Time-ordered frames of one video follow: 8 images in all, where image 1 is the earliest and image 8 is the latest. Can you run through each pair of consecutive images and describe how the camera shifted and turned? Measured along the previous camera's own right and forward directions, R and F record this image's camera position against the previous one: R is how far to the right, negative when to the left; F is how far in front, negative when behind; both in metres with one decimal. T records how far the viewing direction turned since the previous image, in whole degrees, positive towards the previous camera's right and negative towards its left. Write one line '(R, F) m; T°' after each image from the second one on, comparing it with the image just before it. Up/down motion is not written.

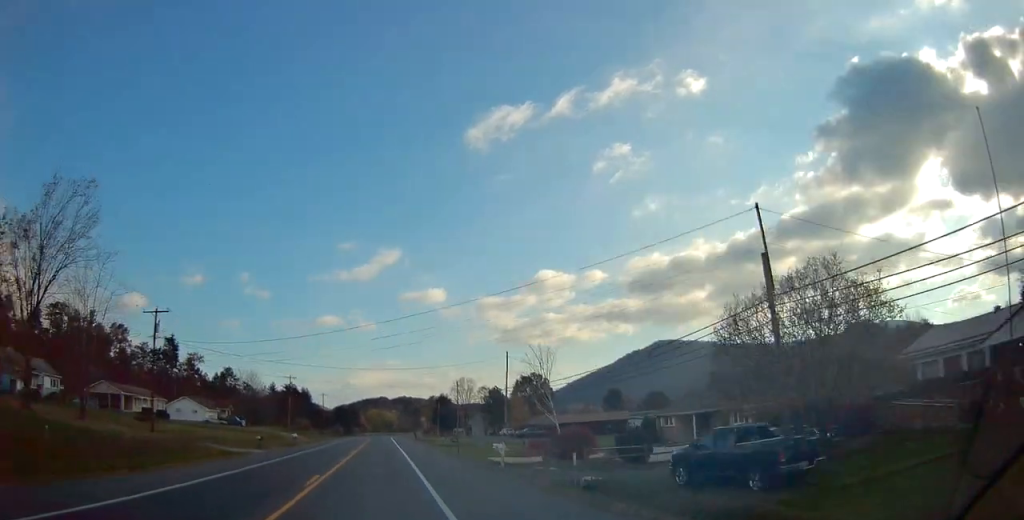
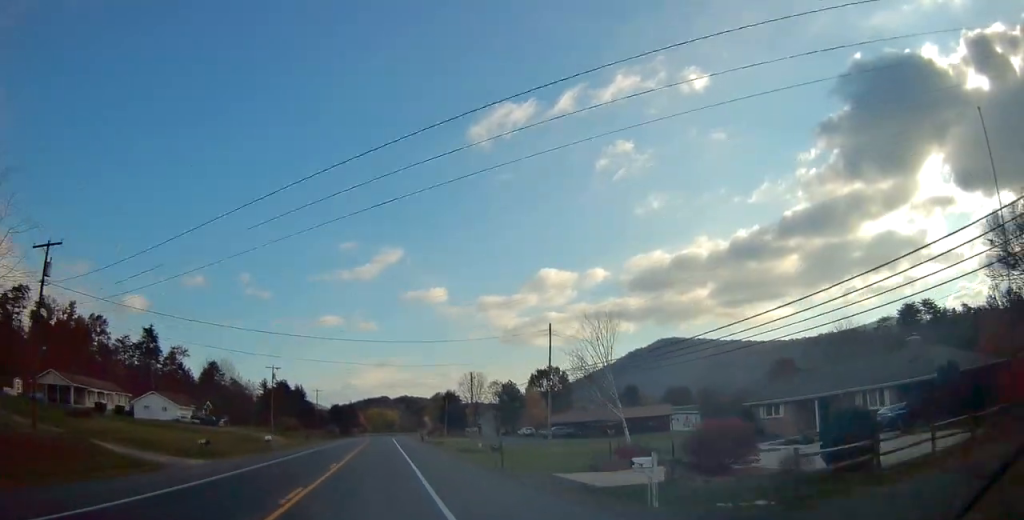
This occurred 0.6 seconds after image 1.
(+0.1, +16.1) m; 0°
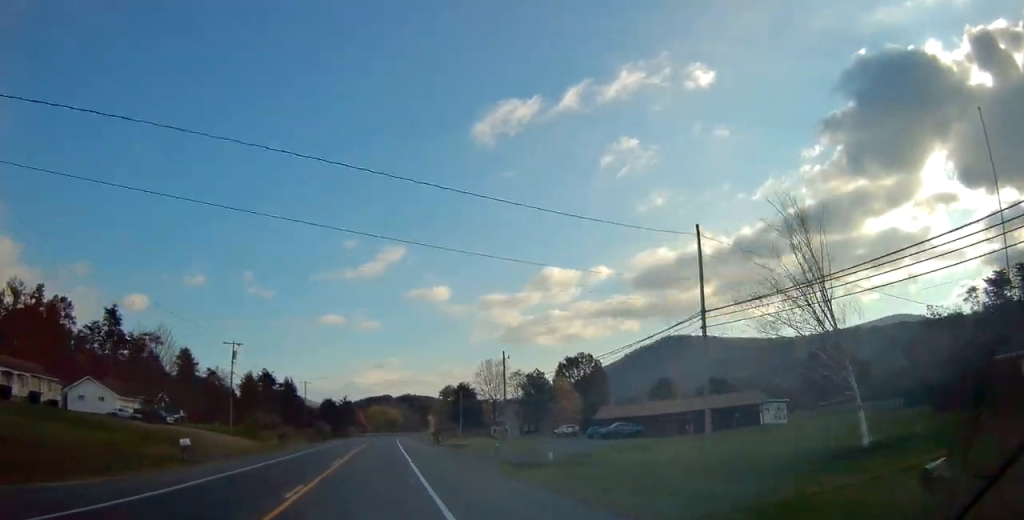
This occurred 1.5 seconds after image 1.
(0.0, +22.9) m; 0°
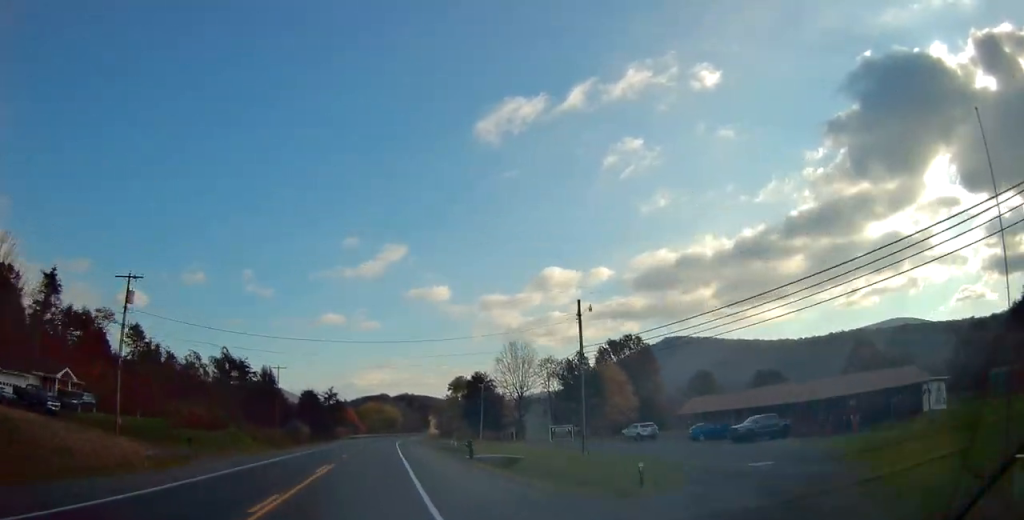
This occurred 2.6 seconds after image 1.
(-0.1, +26.3) m; 0°
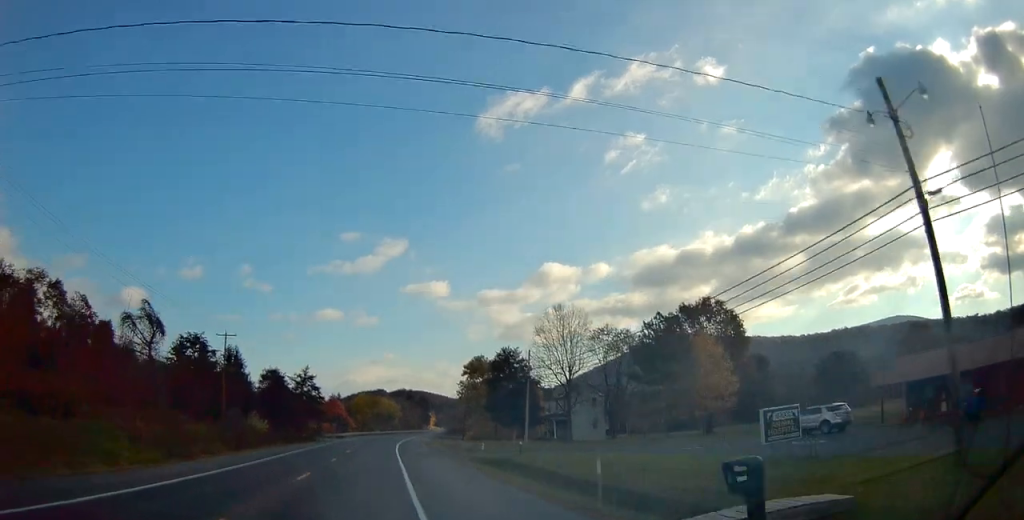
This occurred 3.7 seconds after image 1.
(0.0, +28.2) m; 0°
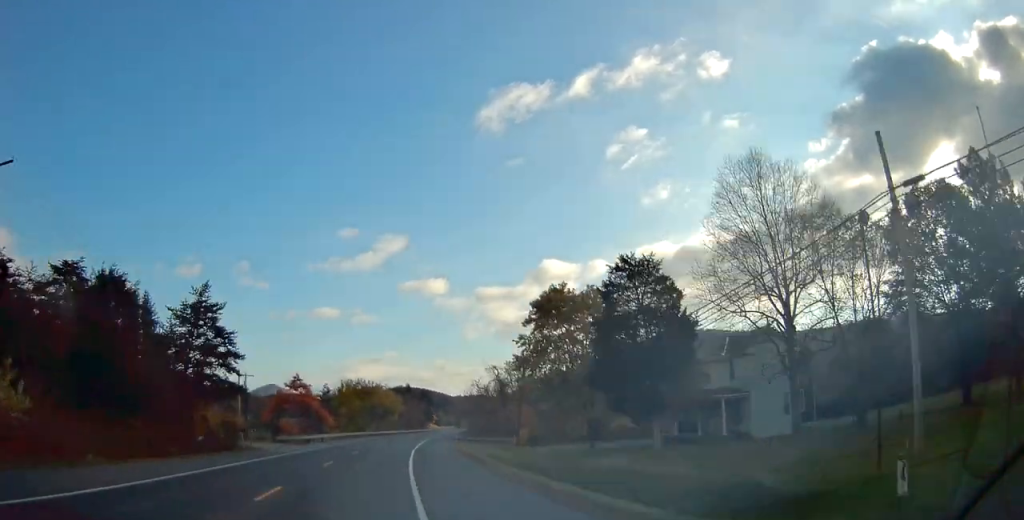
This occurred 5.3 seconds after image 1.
(+0.2, +42.1) m; +1°
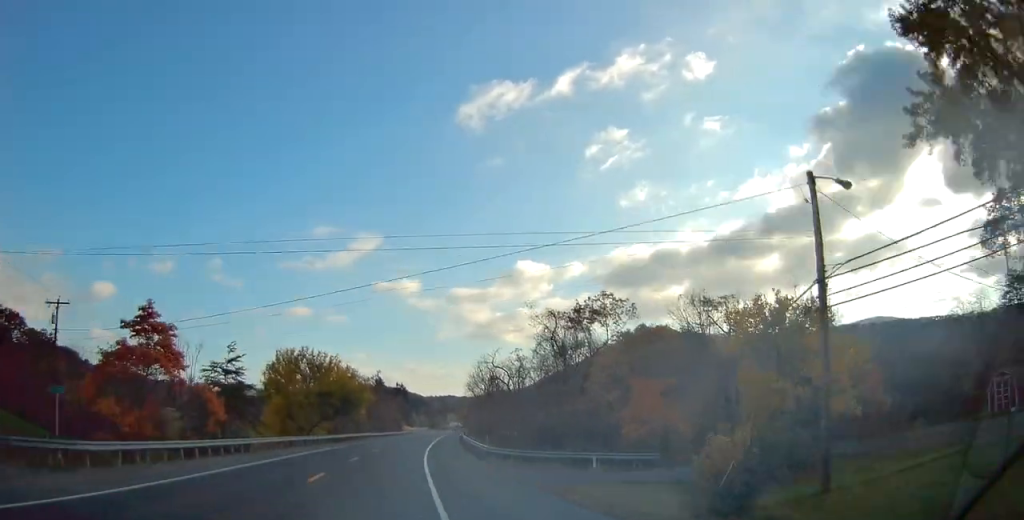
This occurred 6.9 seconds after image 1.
(+0.1, +42.1) m; +2°
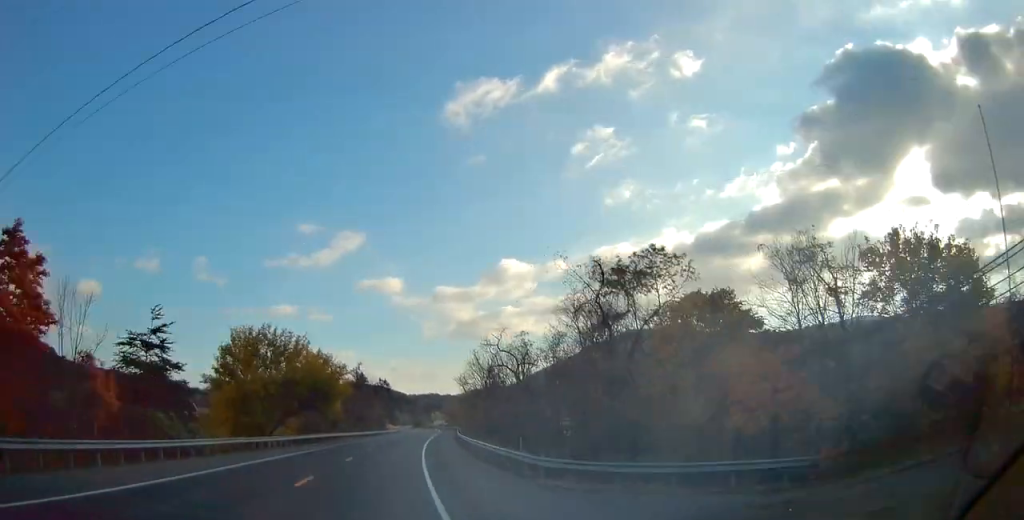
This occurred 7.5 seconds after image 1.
(+0.5, +13.8) m; +2°
